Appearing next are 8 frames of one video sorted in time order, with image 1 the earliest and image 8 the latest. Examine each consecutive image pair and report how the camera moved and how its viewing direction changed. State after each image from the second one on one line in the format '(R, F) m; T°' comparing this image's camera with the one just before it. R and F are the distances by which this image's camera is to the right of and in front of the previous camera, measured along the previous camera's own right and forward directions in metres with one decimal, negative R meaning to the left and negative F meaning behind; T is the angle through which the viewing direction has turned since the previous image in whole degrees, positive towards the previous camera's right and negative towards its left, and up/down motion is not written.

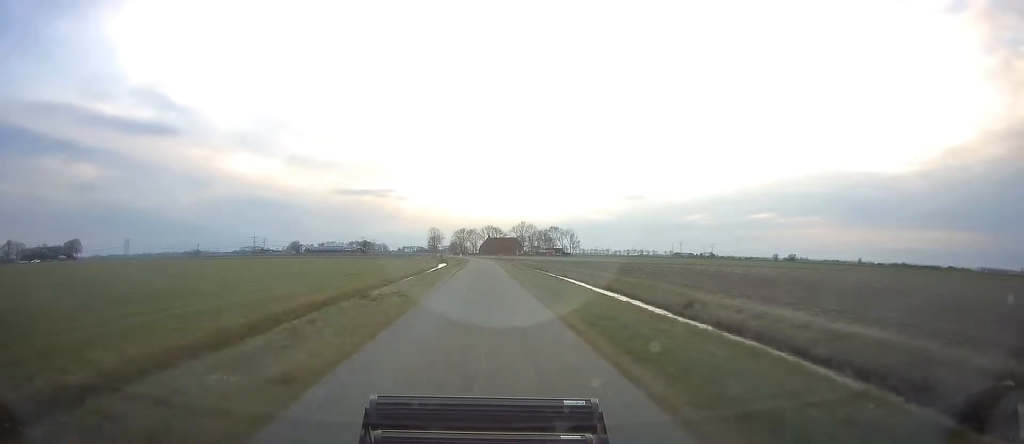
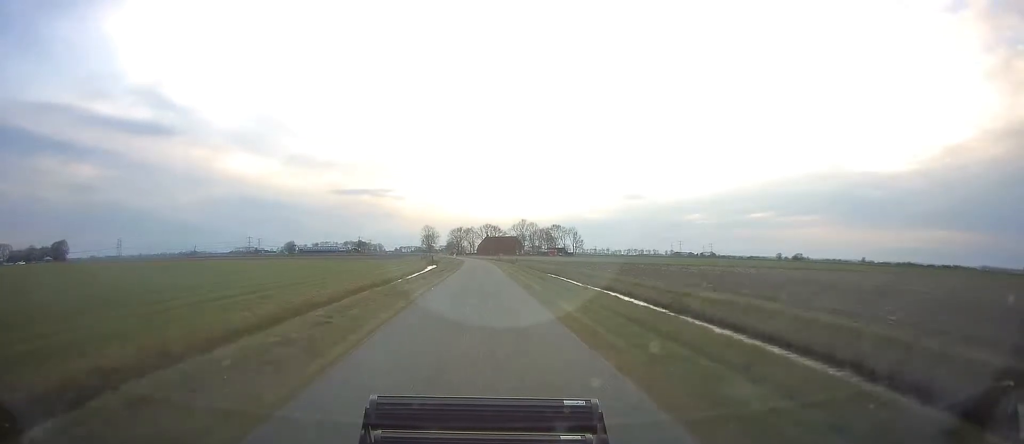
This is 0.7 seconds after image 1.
(+0.4, +22.7) m; 0°
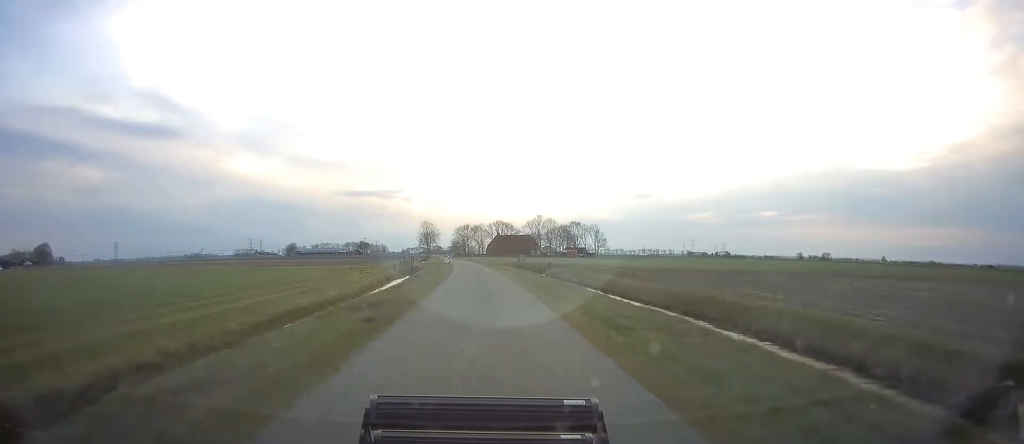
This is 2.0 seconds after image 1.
(-0.3, +46.8) m; -1°
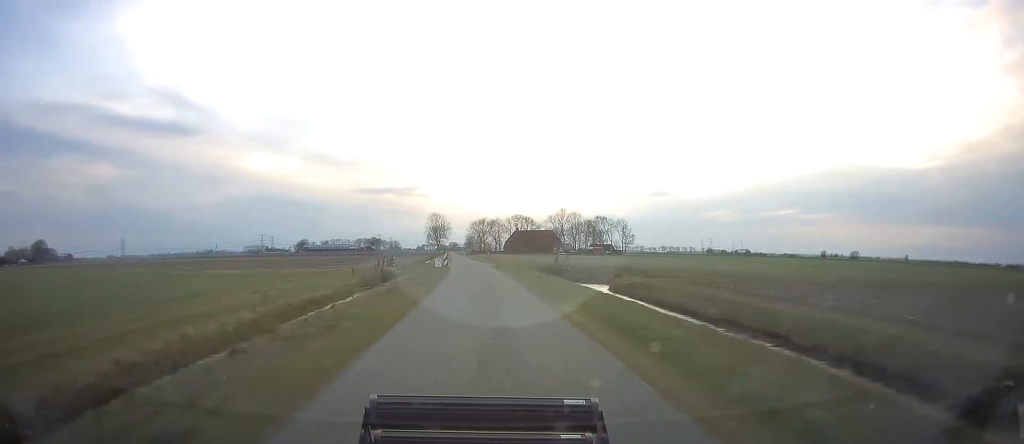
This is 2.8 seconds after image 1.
(-0.2, +30.3) m; -1°
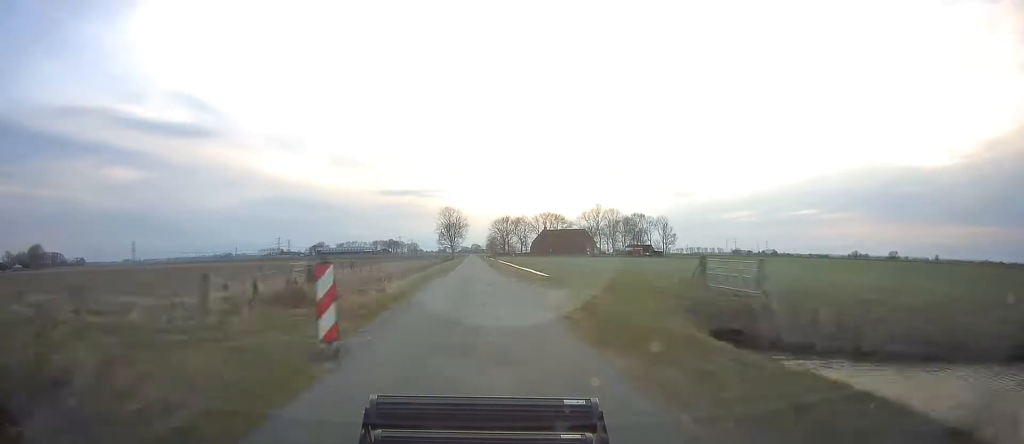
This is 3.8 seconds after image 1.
(-0.5, +37.1) m; -1°
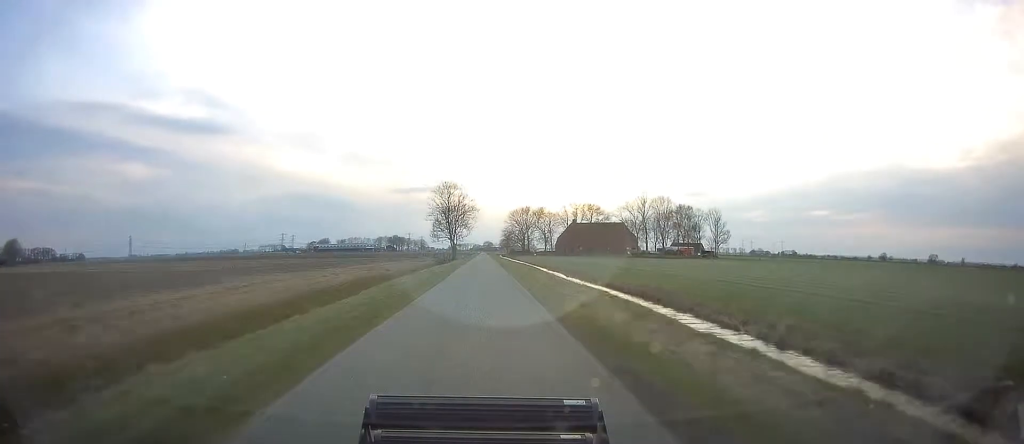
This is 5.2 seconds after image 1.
(-1.1, +53.4) m; -2°
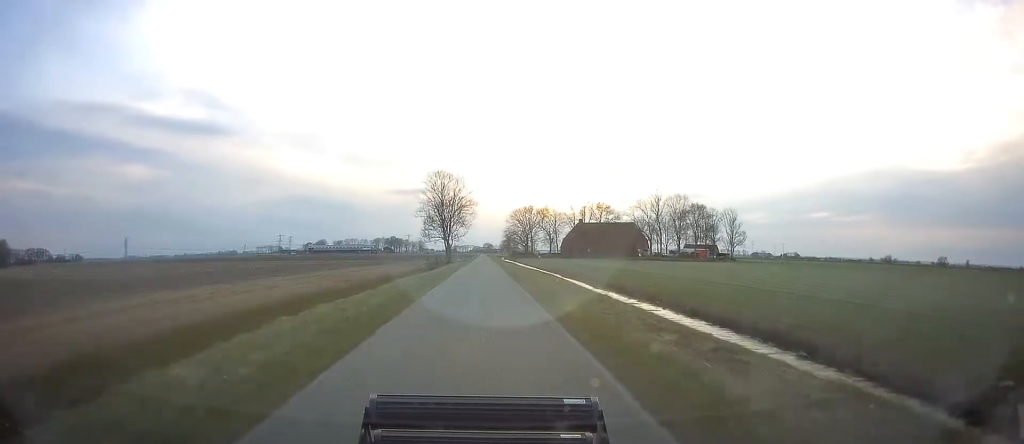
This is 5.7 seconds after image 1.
(-0.3, +16.9) m; 0°
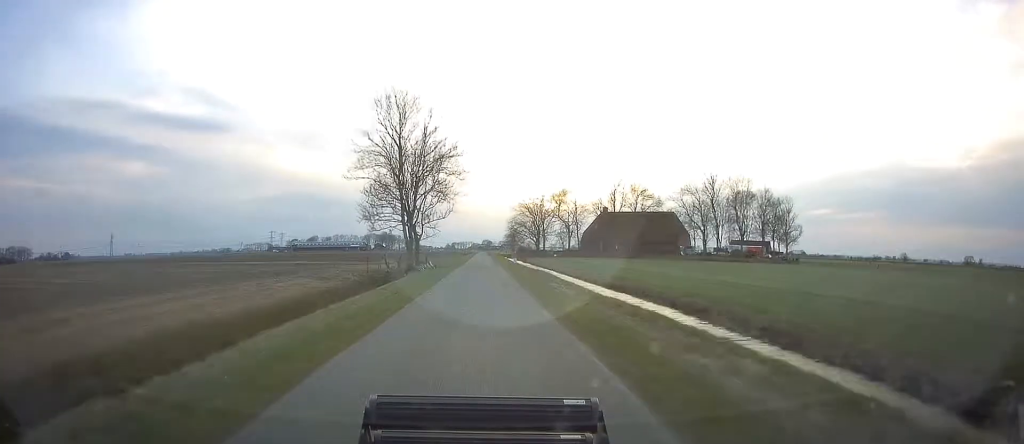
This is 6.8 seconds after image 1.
(+0.2, +44.9) m; 0°
